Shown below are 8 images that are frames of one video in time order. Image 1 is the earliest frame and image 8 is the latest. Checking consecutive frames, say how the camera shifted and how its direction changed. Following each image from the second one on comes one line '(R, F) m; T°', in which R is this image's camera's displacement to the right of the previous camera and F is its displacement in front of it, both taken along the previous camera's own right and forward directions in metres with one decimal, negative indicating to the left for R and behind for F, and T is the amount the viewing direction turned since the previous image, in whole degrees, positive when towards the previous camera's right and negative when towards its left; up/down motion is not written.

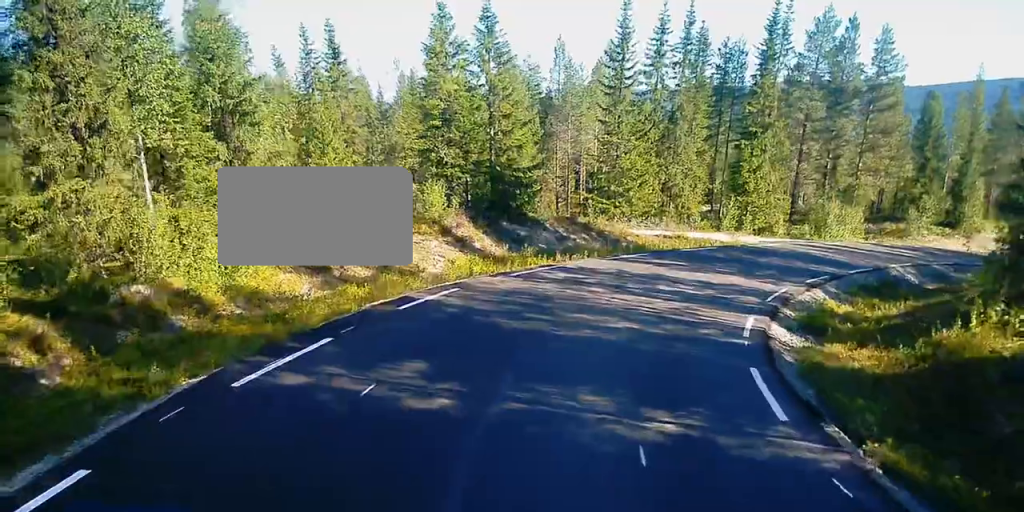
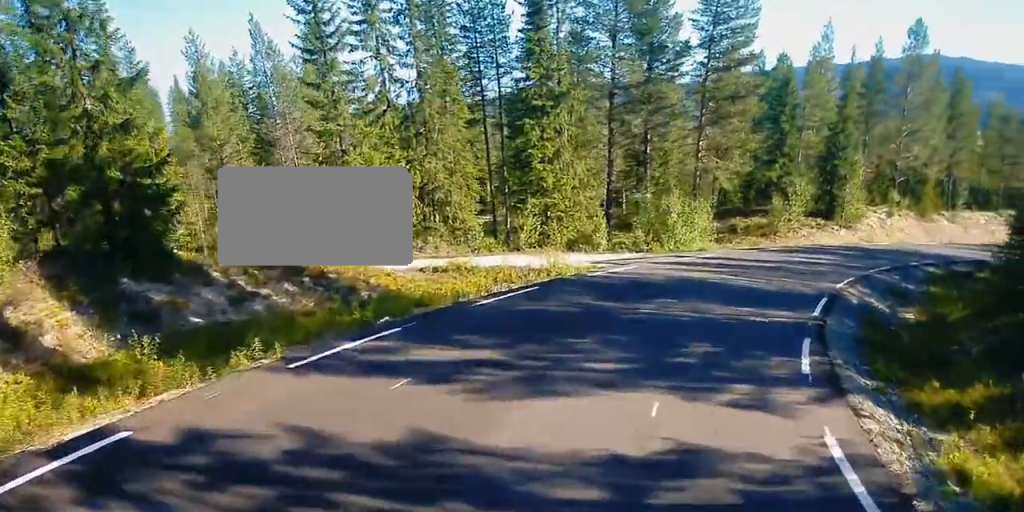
(+1.9, +15.4) m; +19°
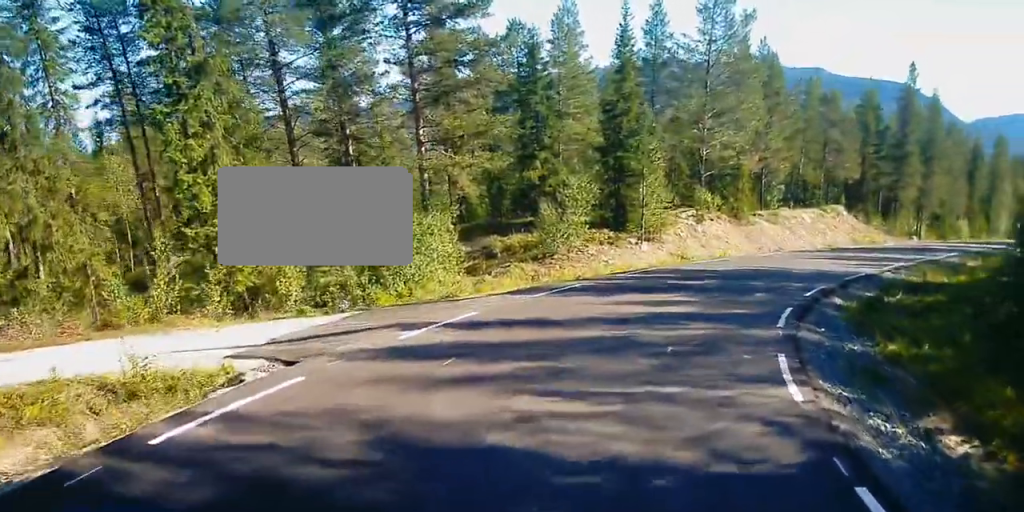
(+1.7, +12.6) m; +14°
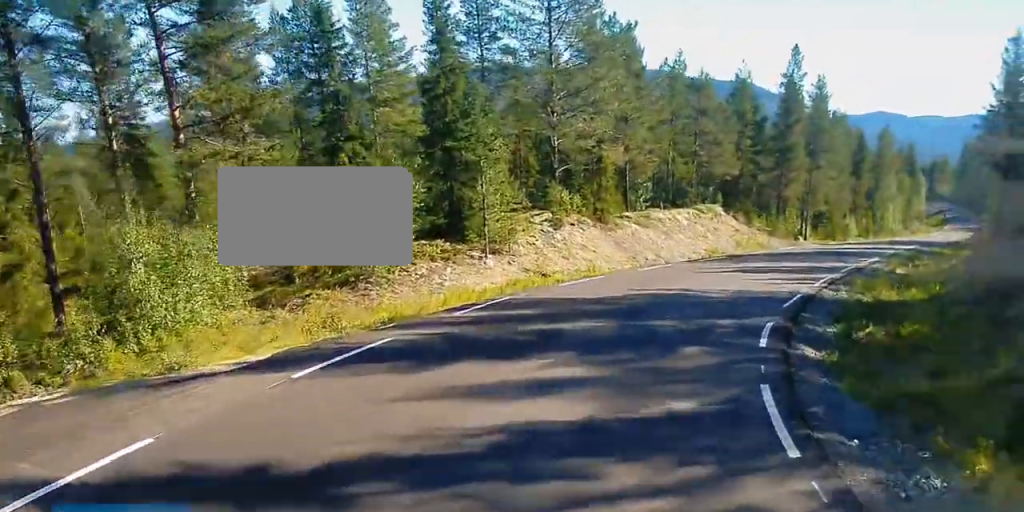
(+0.7, +7.8) m; +9°
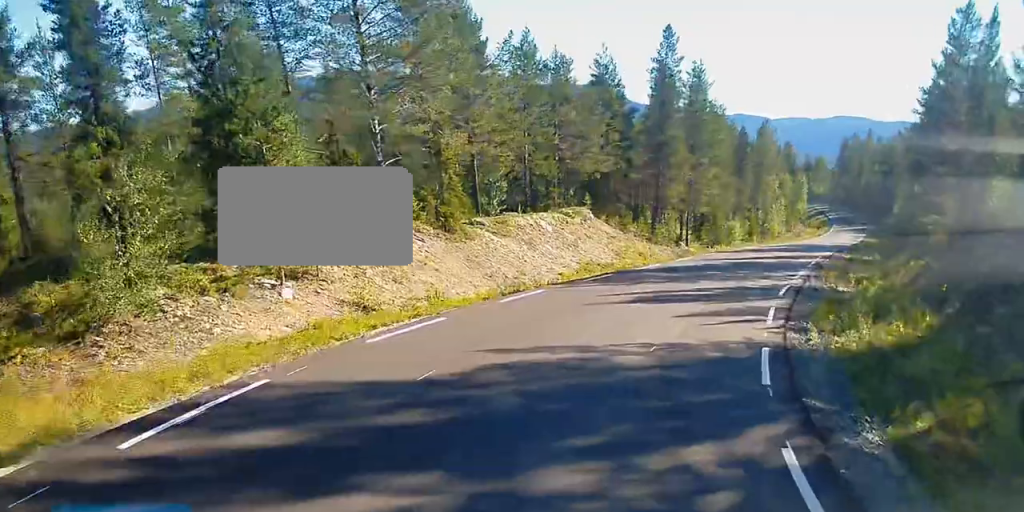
(+0.7, +8.0) m; +9°
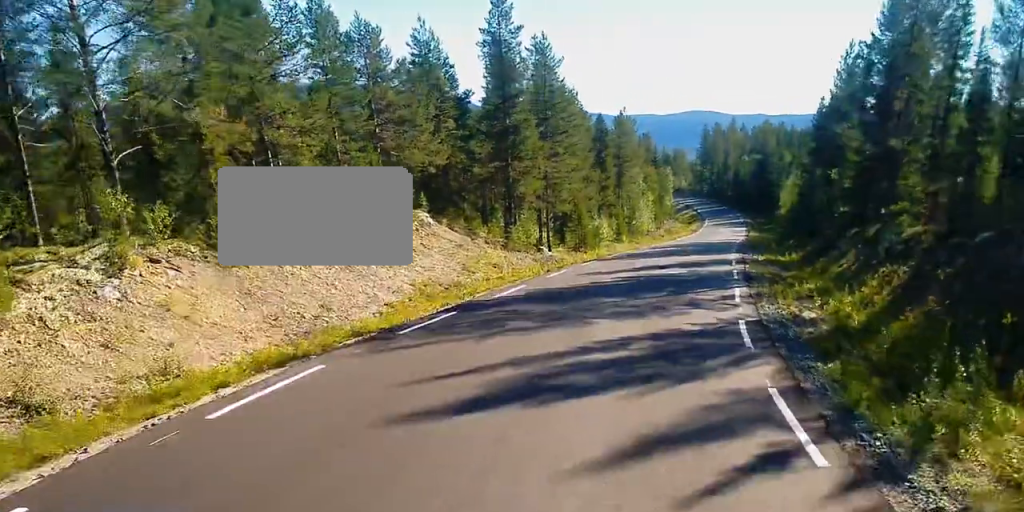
(+0.5, +9.1) m; +9°
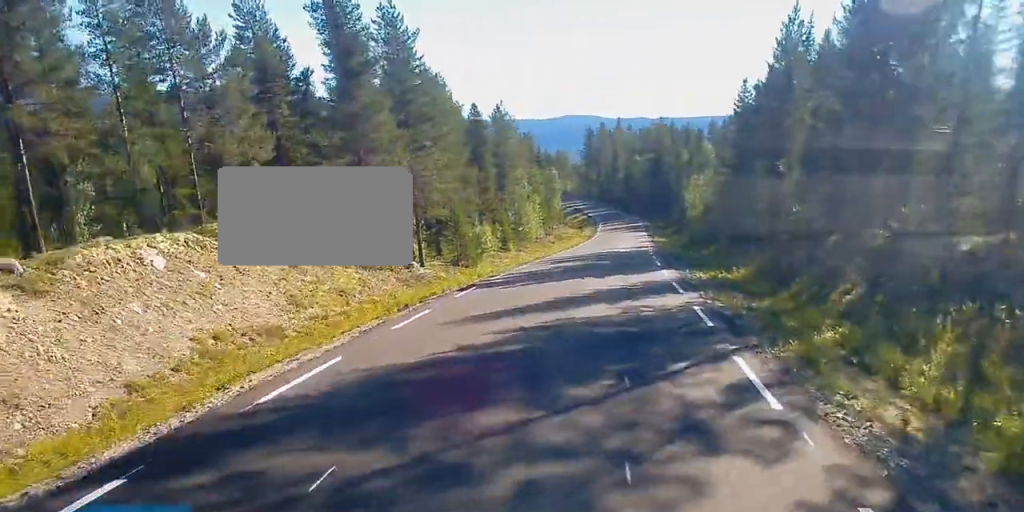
(+1.1, +9.9) m; +7°
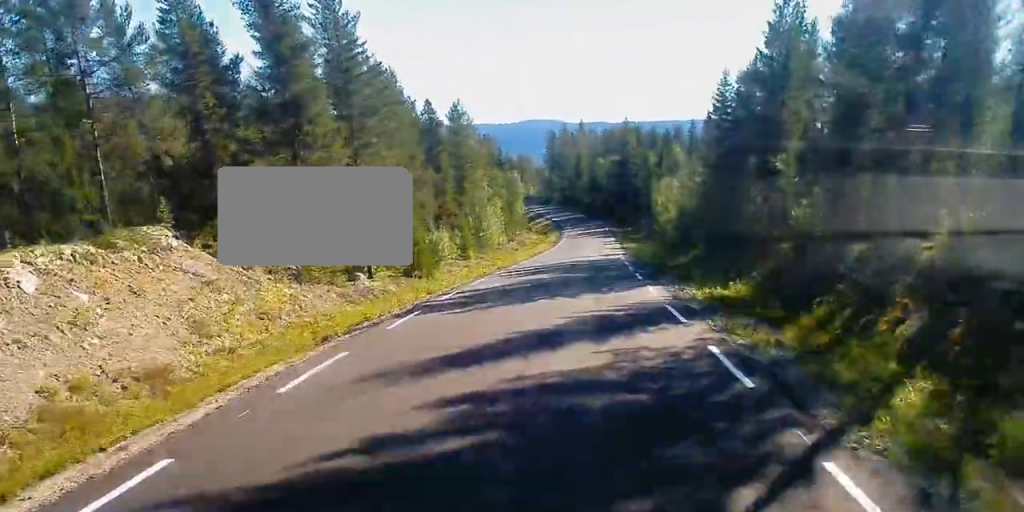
(-0.1, +4.9) m; +2°
